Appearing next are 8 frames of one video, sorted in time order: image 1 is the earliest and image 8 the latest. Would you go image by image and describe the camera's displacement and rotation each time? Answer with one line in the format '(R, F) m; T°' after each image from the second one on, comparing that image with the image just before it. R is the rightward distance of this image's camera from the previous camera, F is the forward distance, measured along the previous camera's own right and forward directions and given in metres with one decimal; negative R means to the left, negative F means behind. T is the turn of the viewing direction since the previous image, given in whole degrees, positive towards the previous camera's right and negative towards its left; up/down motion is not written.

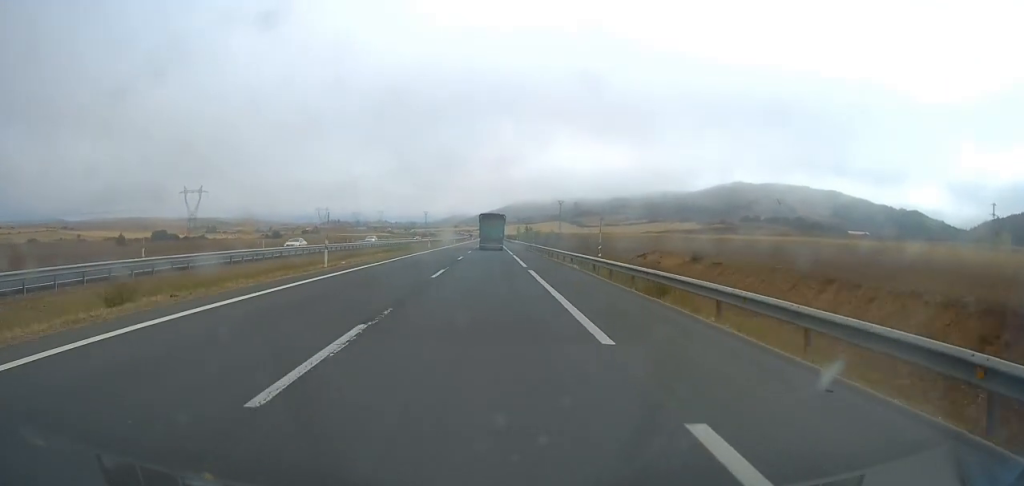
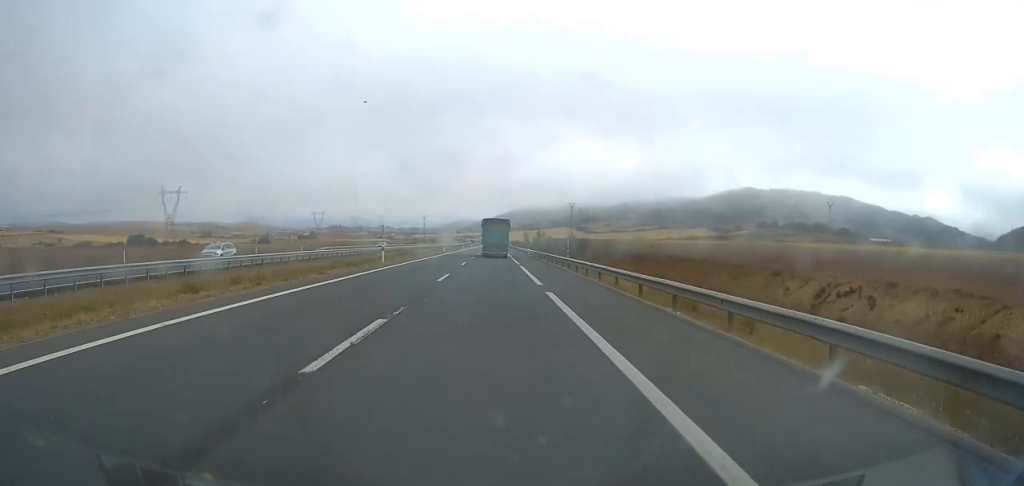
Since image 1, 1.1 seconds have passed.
(-0.5, +32.8) m; -1°
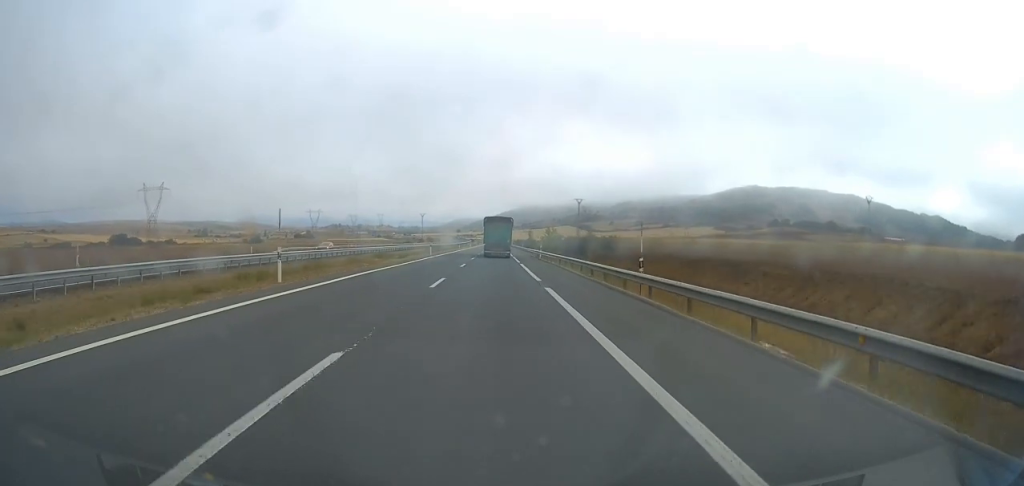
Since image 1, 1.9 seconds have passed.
(+0.1, +20.8) m; 0°
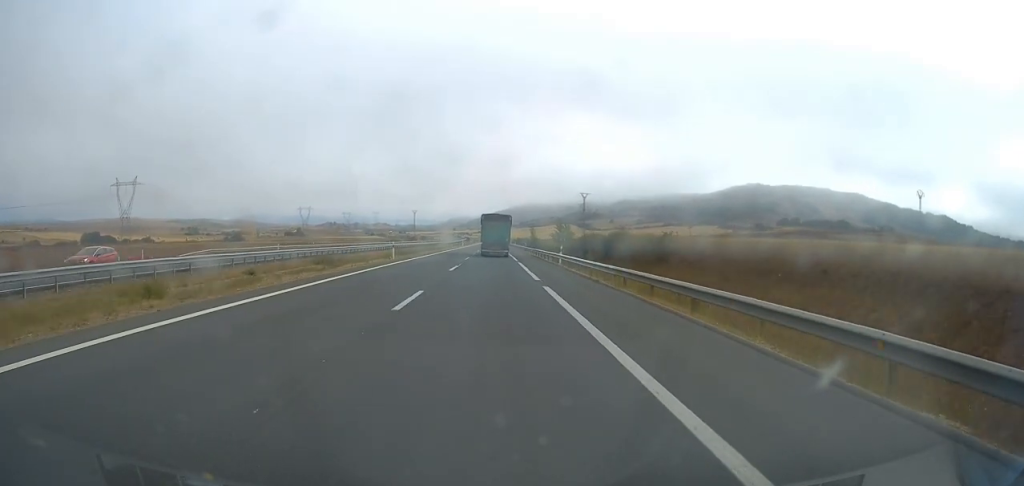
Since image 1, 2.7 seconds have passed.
(0.0, +24.3) m; 0°
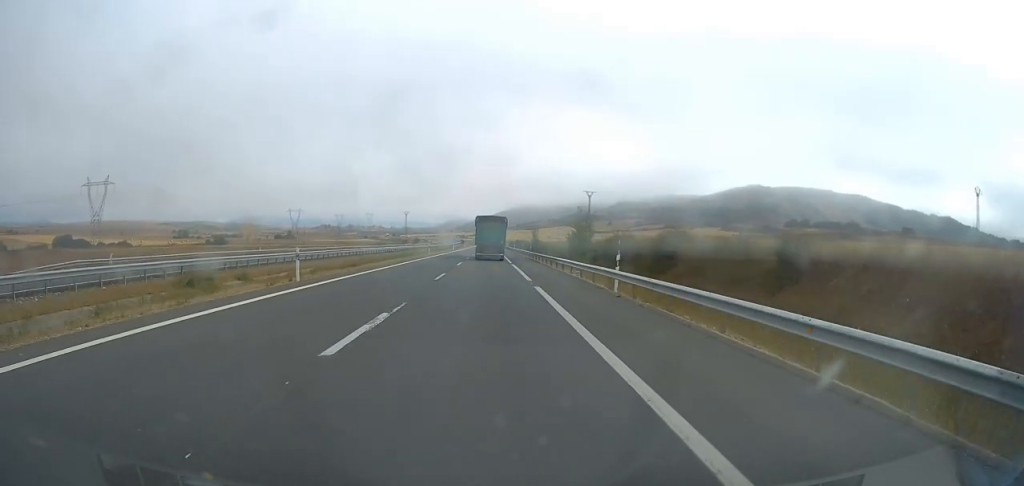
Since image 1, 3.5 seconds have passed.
(+0.1, +22.4) m; 0°
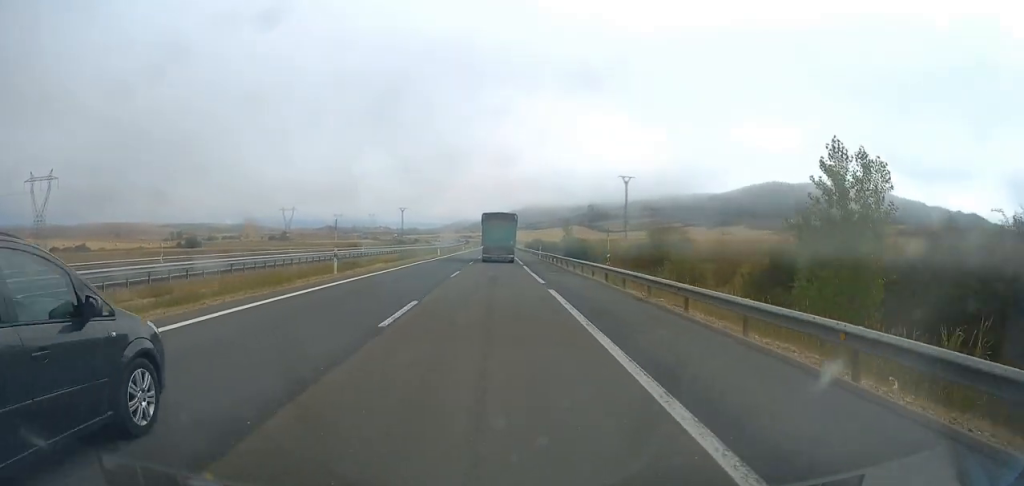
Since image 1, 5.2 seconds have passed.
(-0.5, +47.9) m; -1°
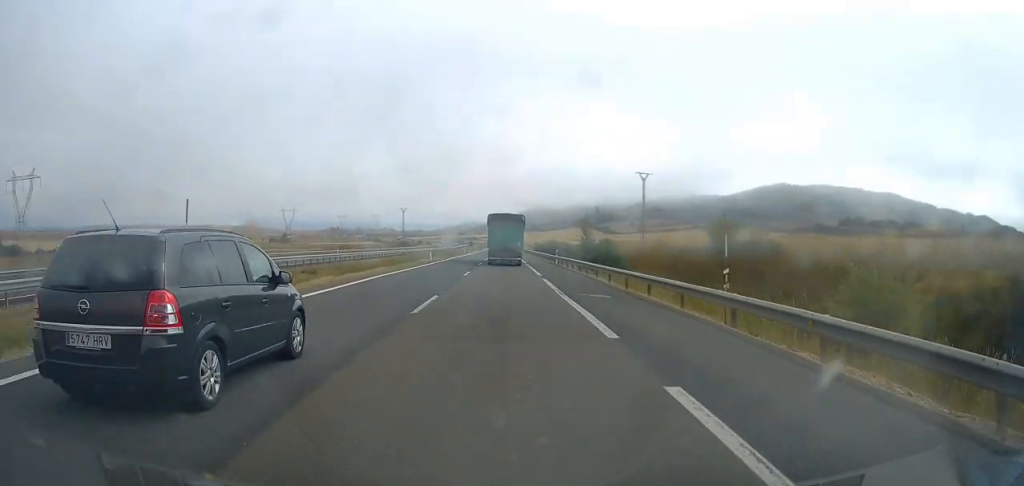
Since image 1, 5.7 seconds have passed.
(+0.1, +14.5) m; 0°
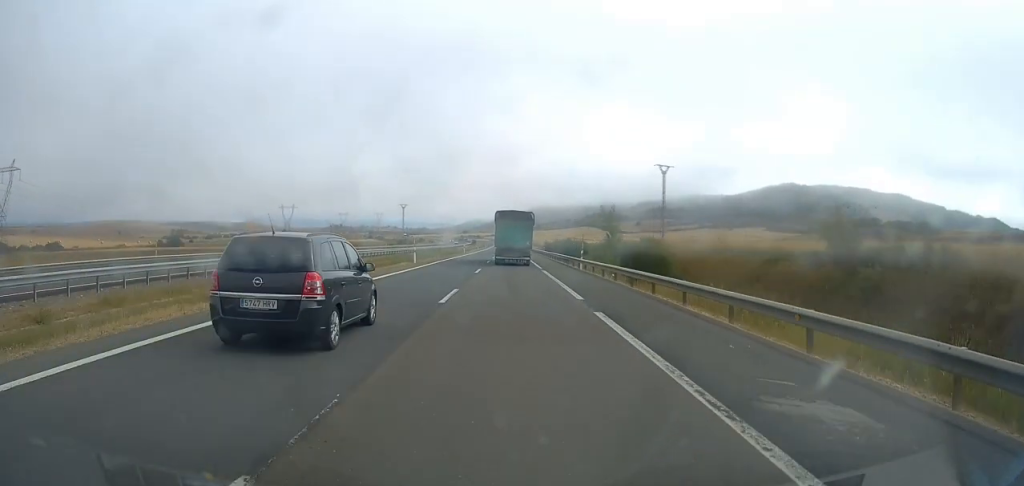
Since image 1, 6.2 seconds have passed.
(+0.1, +14.7) m; 0°
